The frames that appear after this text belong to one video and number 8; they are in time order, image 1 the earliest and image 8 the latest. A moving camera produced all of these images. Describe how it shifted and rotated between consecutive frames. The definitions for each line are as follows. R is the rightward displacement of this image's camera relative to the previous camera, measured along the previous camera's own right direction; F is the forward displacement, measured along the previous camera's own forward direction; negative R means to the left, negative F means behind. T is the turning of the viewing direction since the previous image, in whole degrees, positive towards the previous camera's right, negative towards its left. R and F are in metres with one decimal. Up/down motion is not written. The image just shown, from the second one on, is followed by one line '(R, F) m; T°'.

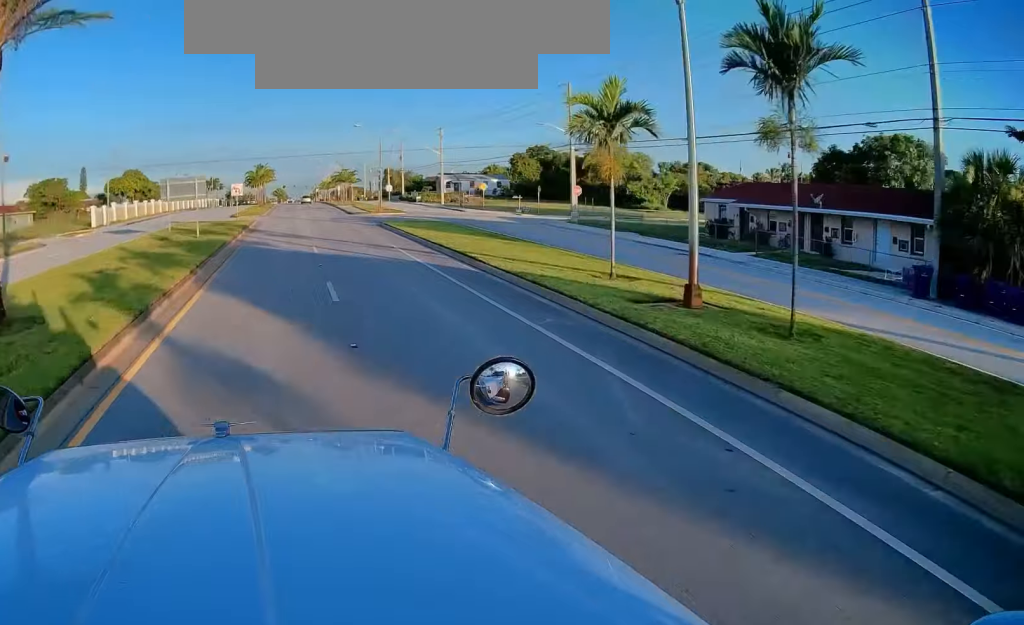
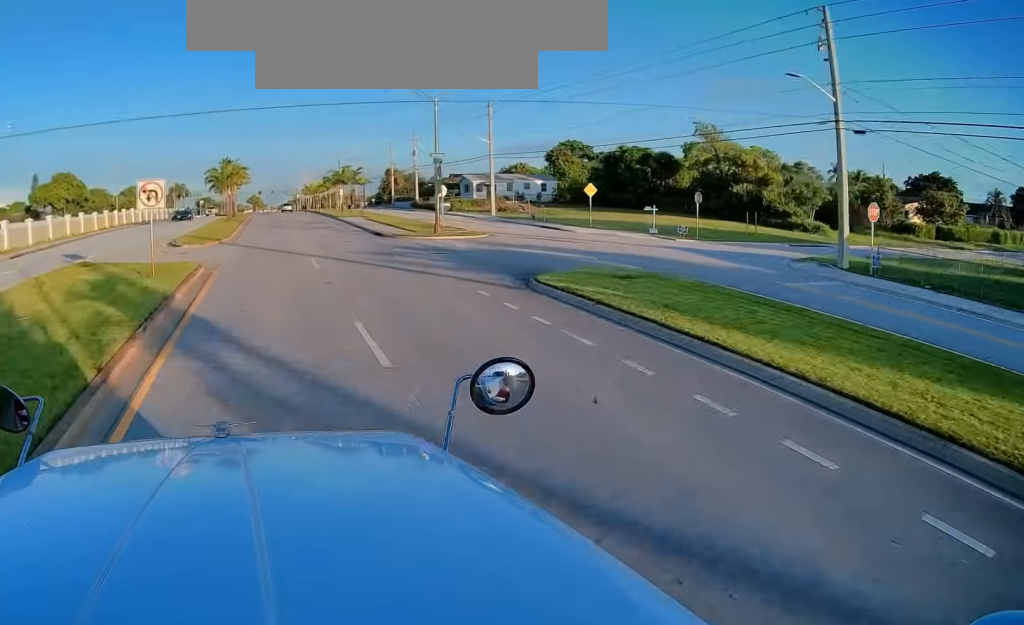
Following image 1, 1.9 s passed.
(+1.0, +33.9) m; +2°
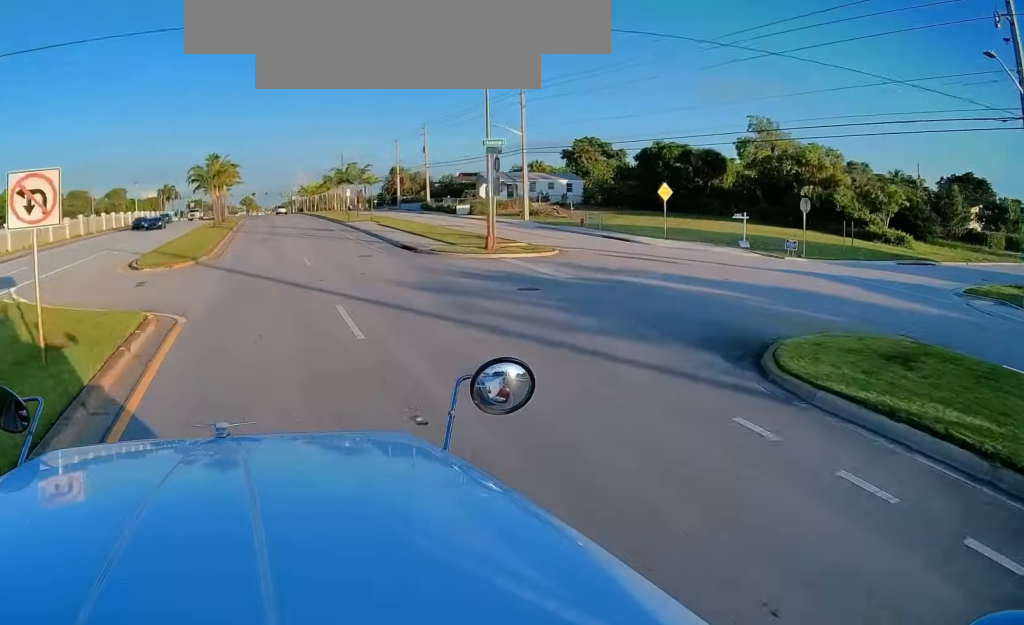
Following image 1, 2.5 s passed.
(+0.1, +10.4) m; 0°
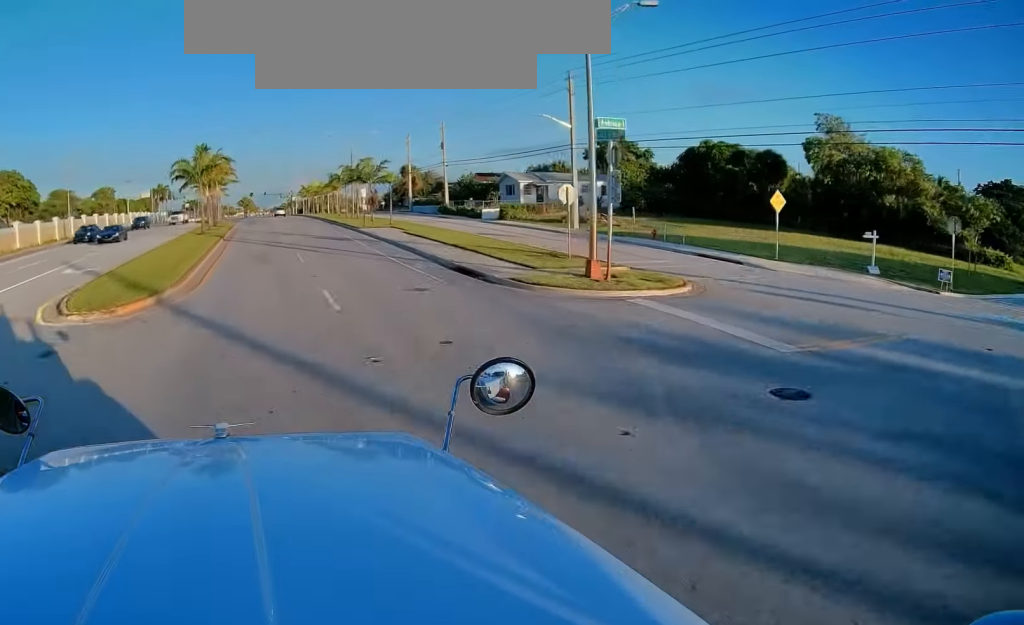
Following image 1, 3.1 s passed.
(-0.2, +10.3) m; 0°
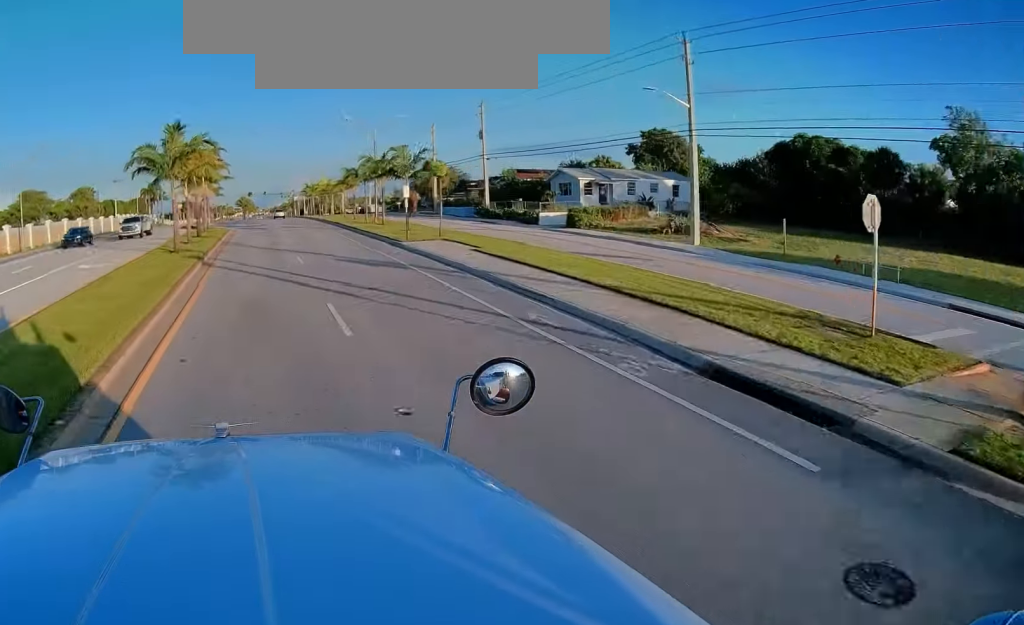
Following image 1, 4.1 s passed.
(0.0, +15.8) m; 0°
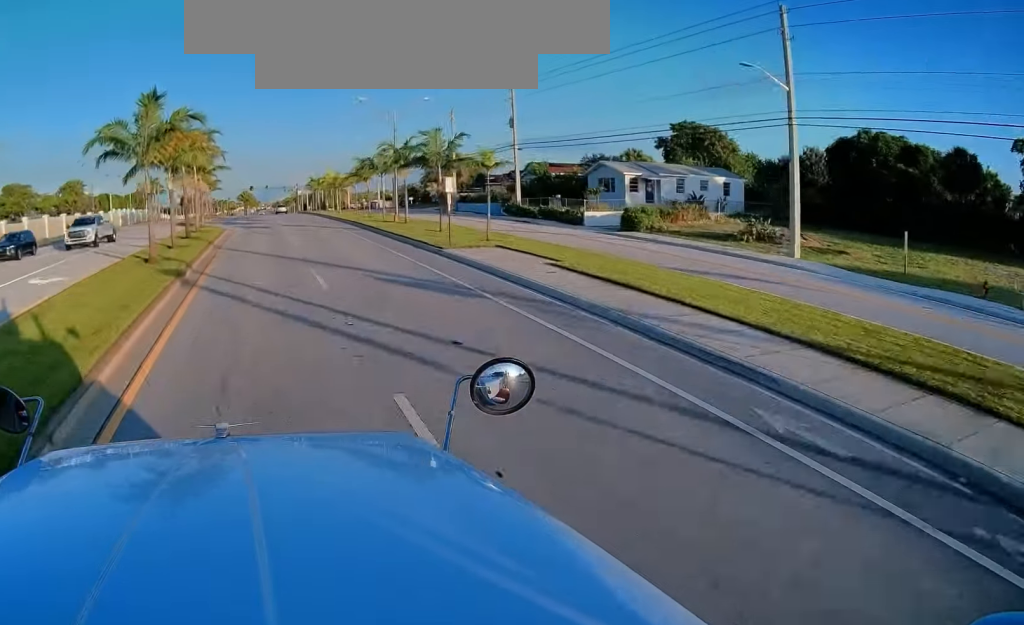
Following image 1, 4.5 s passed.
(0.0, +7.3) m; 0°
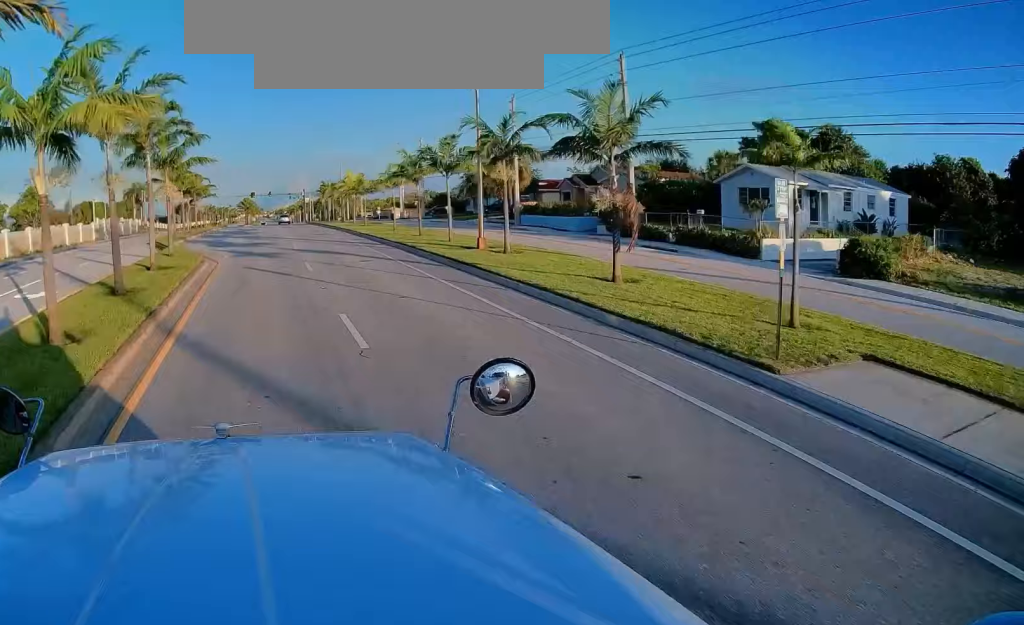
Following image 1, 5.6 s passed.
(0.0, +19.0) m; 0°
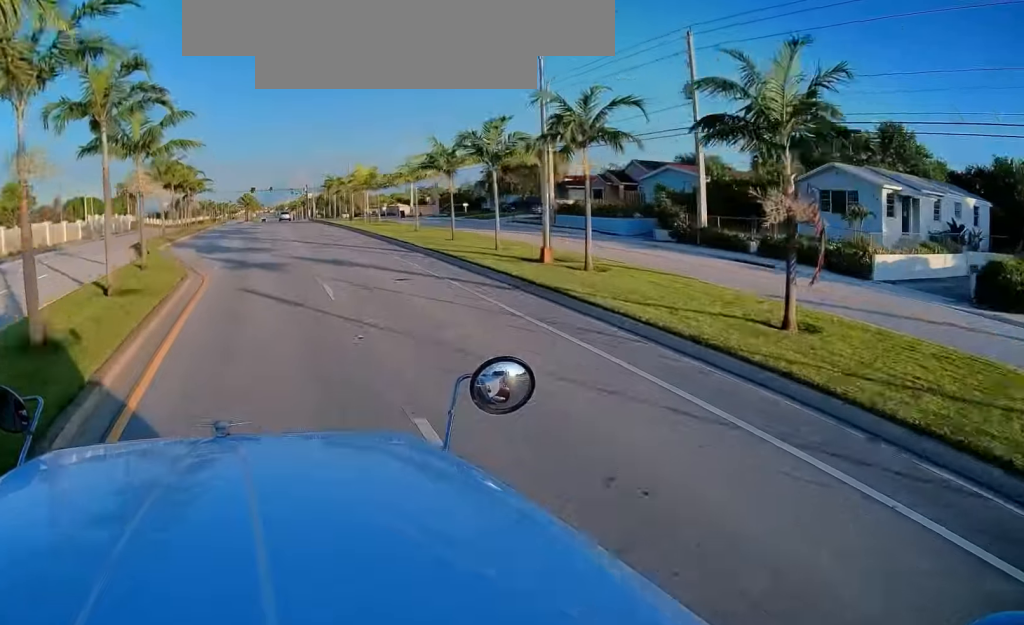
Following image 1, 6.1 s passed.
(-0.1, +7.2) m; 0°
